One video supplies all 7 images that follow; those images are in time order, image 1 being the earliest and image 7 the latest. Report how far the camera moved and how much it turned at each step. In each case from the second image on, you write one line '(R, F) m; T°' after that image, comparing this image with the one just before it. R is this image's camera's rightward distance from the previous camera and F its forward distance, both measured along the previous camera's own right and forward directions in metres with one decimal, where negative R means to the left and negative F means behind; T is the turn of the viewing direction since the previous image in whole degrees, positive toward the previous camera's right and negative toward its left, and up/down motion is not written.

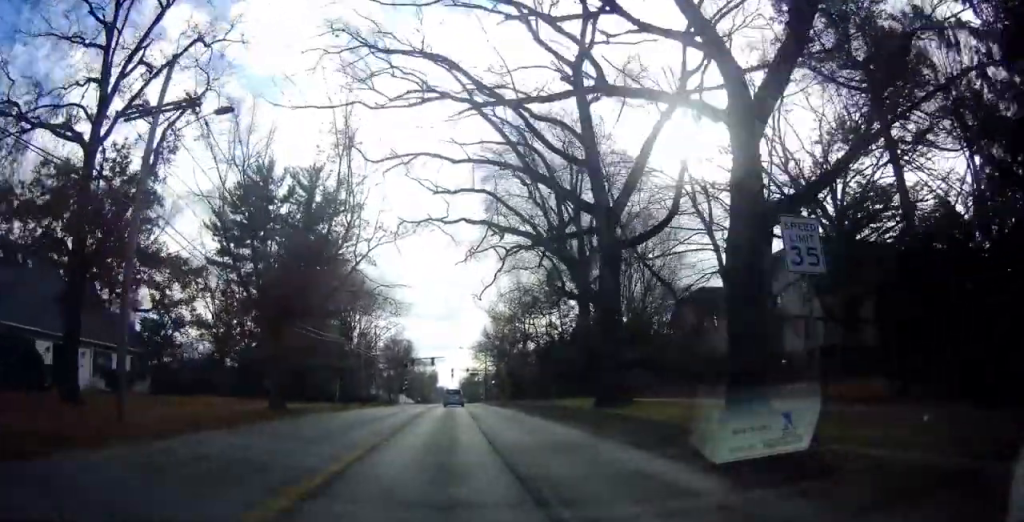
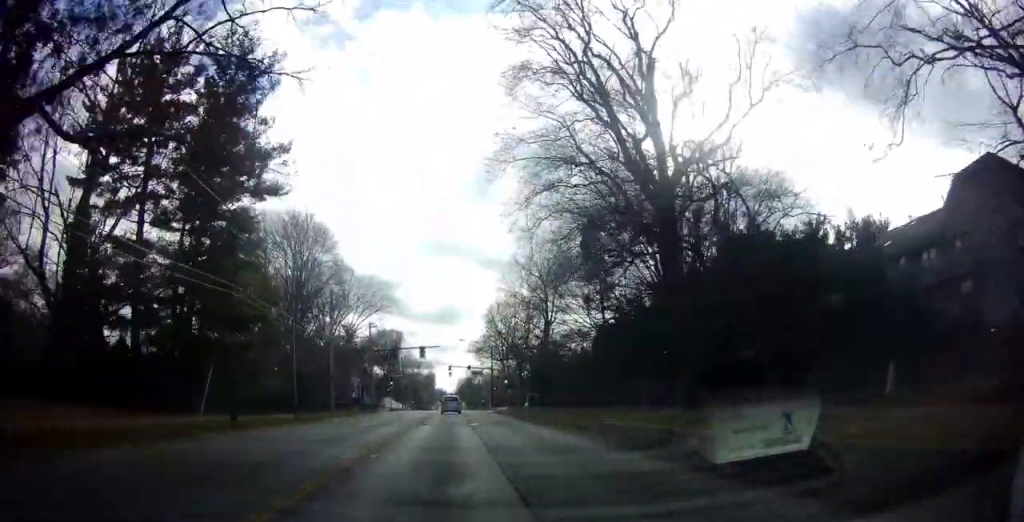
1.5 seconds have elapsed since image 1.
(0.0, +22.4) m; 0°
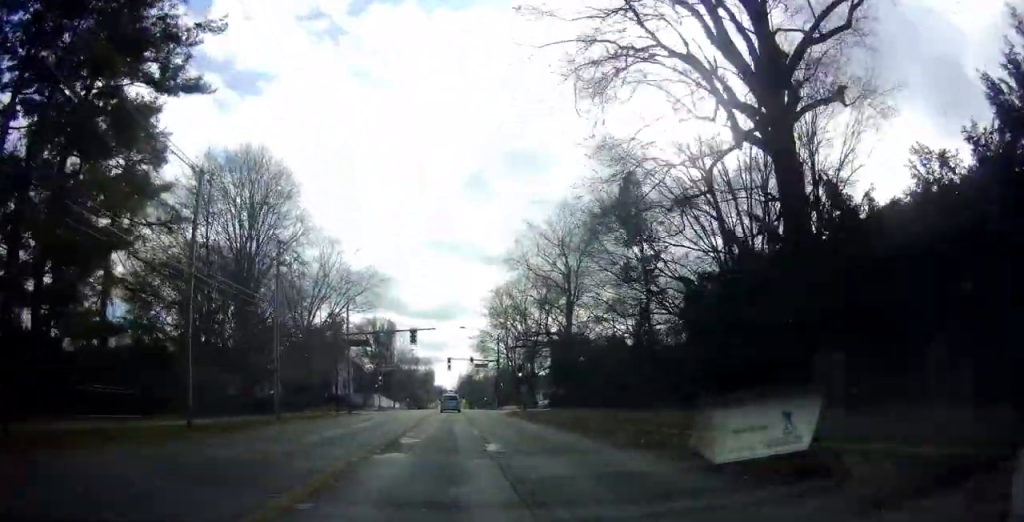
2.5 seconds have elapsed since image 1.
(0.0, +13.7) m; 0°
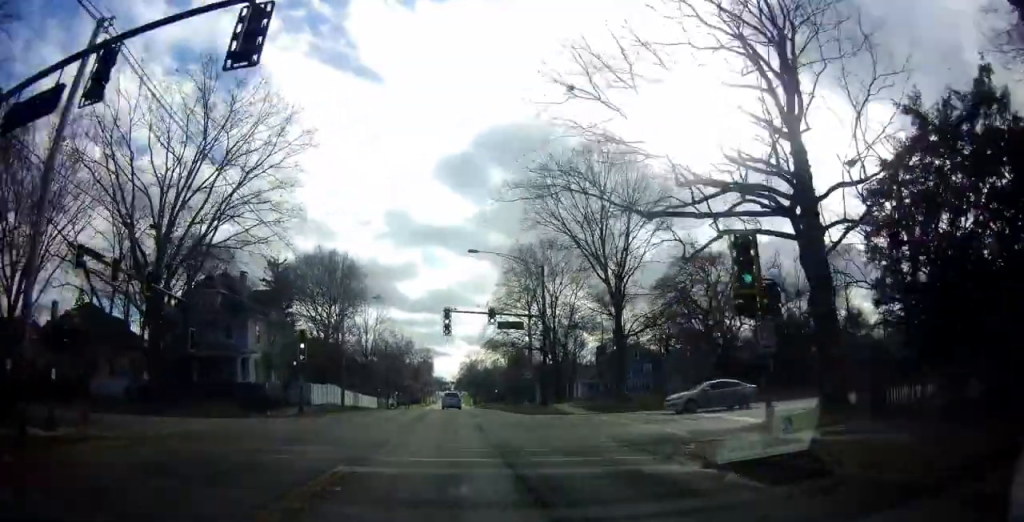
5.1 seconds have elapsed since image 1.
(+0.2, +41.3) m; 0°
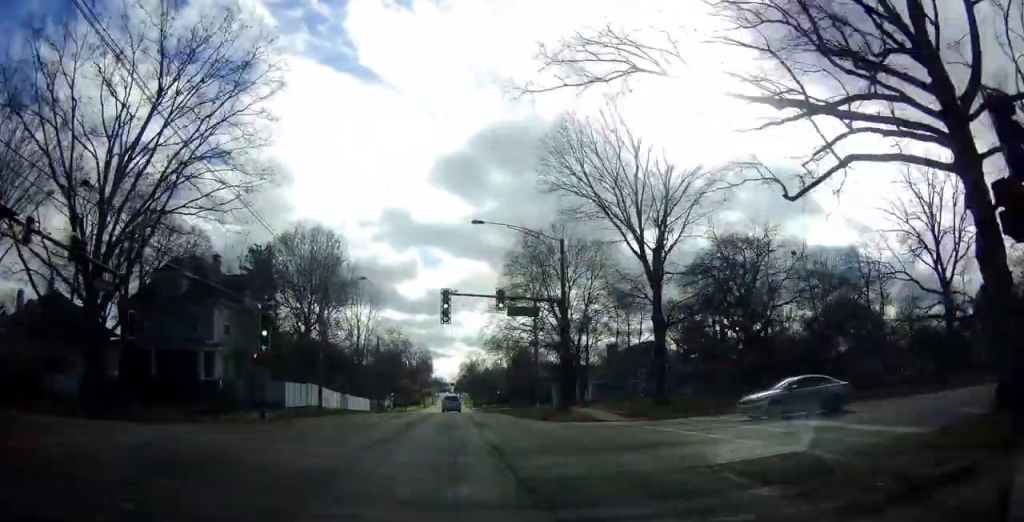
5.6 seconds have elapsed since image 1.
(0.0, +8.8) m; 0°
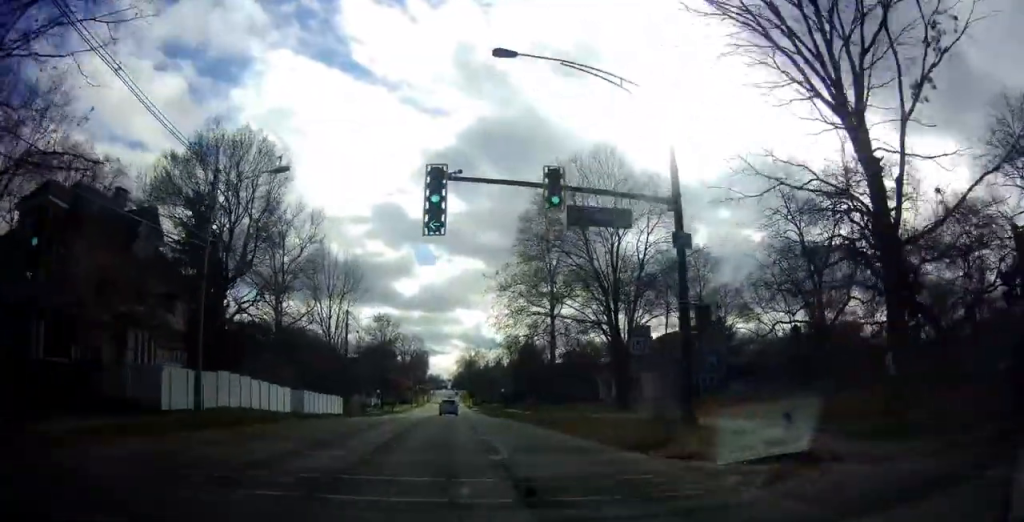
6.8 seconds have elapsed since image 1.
(0.0, +21.2) m; 0°
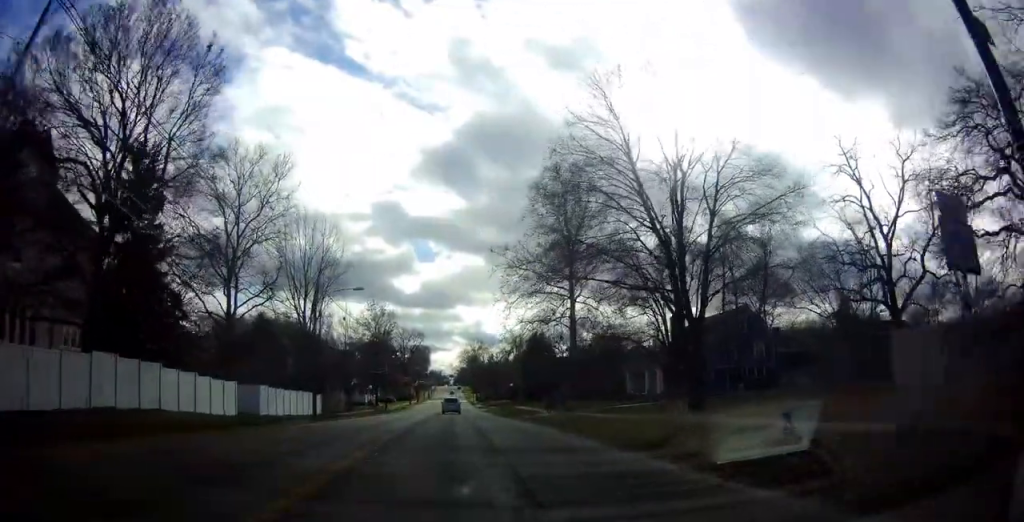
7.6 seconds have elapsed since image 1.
(0.0, +13.5) m; 0°
